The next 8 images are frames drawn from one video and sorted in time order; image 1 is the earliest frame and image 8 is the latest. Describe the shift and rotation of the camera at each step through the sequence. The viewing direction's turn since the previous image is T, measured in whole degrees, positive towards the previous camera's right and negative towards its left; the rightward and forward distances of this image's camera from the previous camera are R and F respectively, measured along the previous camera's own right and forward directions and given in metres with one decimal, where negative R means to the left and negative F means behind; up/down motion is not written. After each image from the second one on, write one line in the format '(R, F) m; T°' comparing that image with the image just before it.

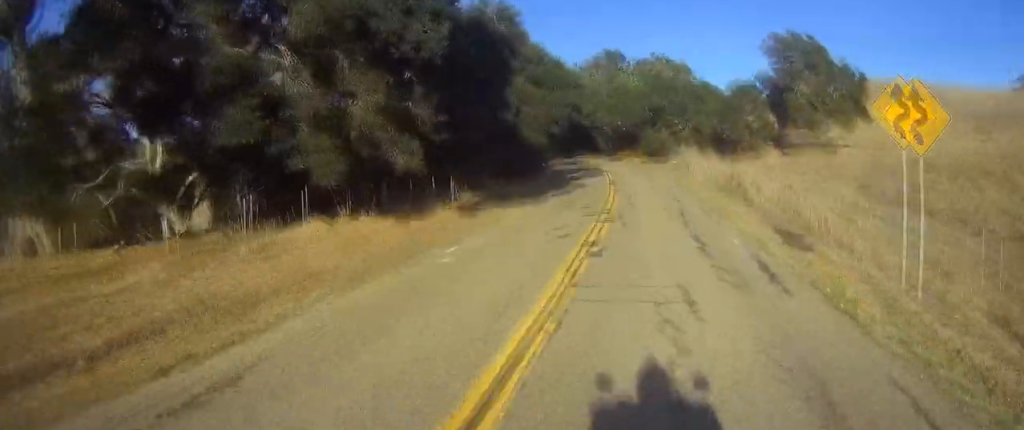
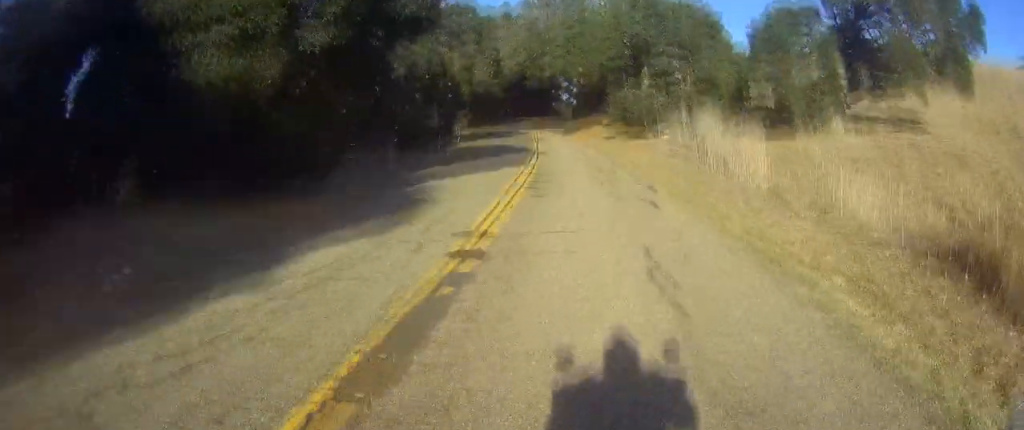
(-0.6, +33.9) m; 0°
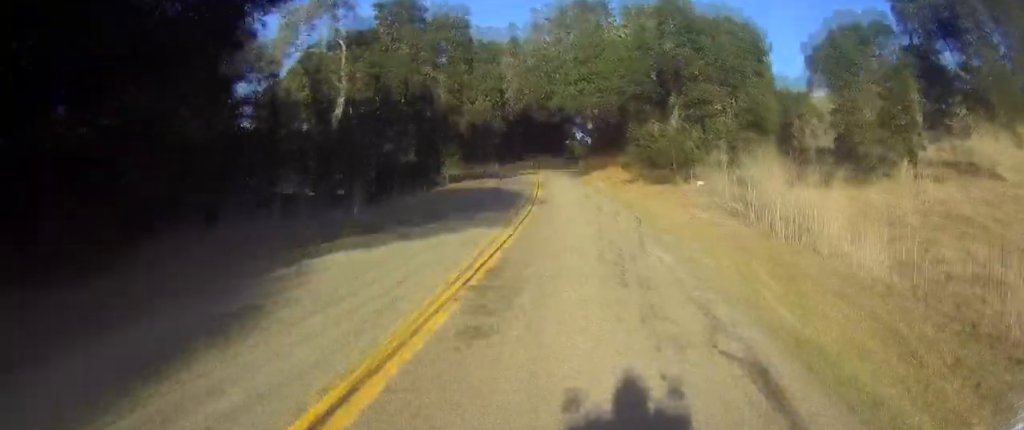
(+0.1, +9.8) m; 0°
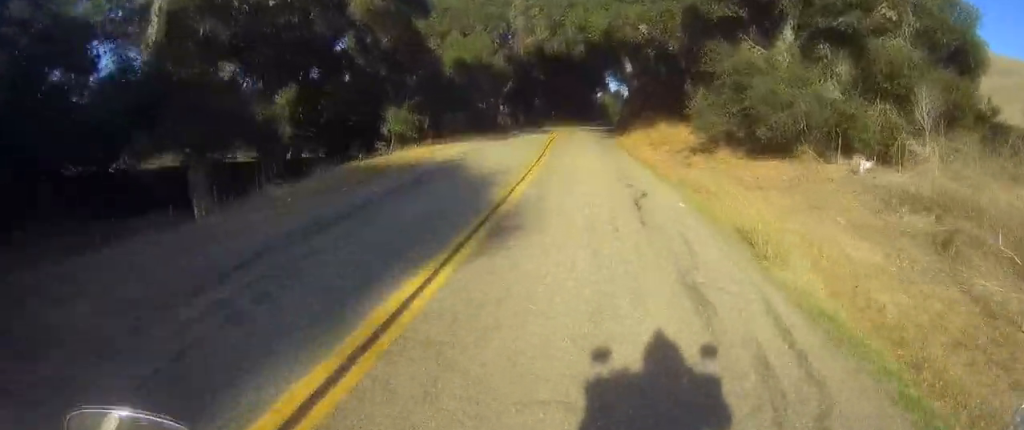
(-0.2, +19.7) m; +7°
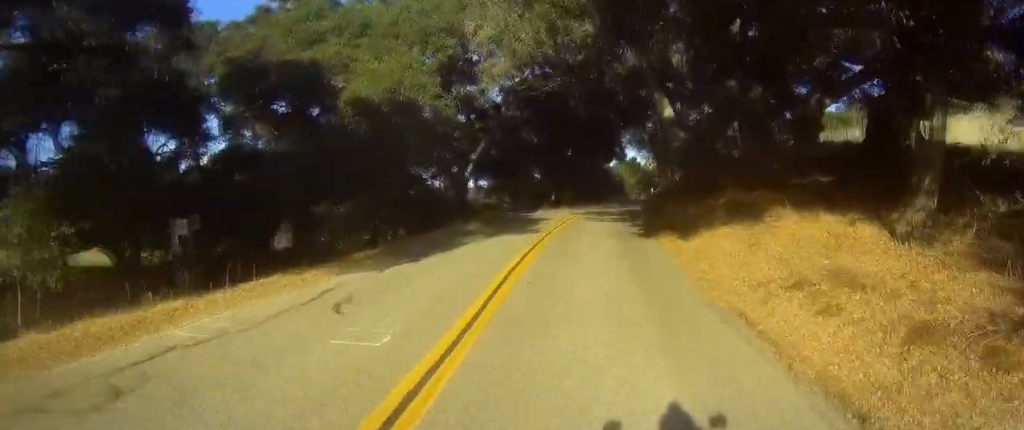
(+1.1, +16.8) m; -16°
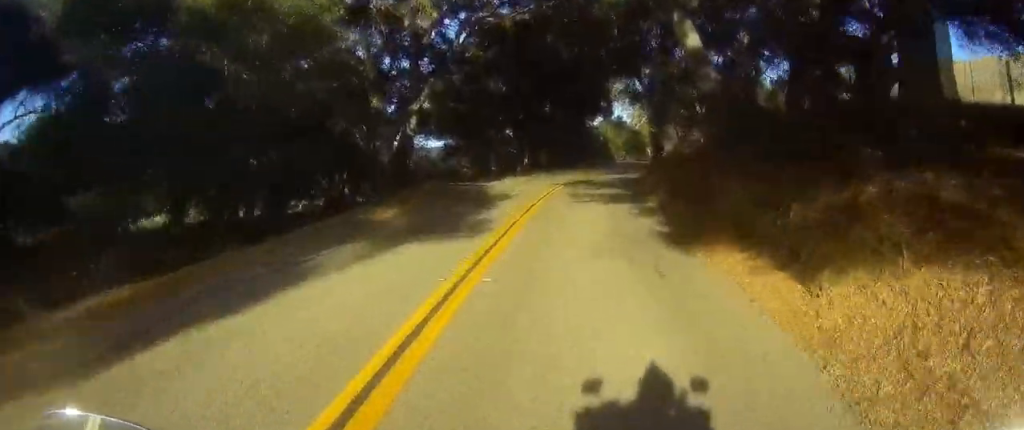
(-3.5, +10.6) m; -14°
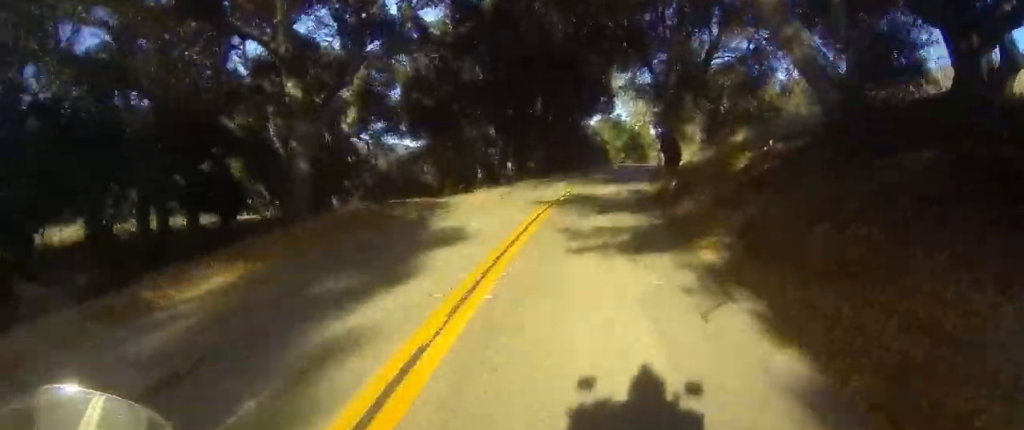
(+0.6, +9.0) m; +6°
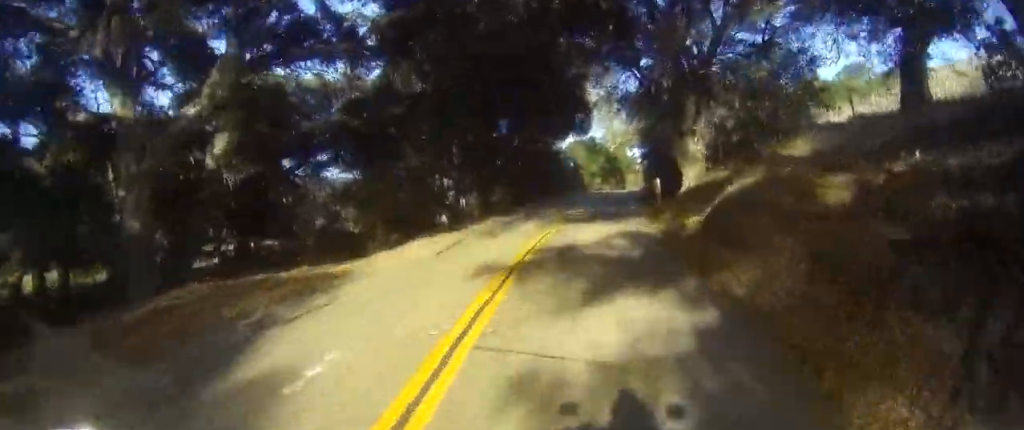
(+0.3, +8.3) m; +5°
